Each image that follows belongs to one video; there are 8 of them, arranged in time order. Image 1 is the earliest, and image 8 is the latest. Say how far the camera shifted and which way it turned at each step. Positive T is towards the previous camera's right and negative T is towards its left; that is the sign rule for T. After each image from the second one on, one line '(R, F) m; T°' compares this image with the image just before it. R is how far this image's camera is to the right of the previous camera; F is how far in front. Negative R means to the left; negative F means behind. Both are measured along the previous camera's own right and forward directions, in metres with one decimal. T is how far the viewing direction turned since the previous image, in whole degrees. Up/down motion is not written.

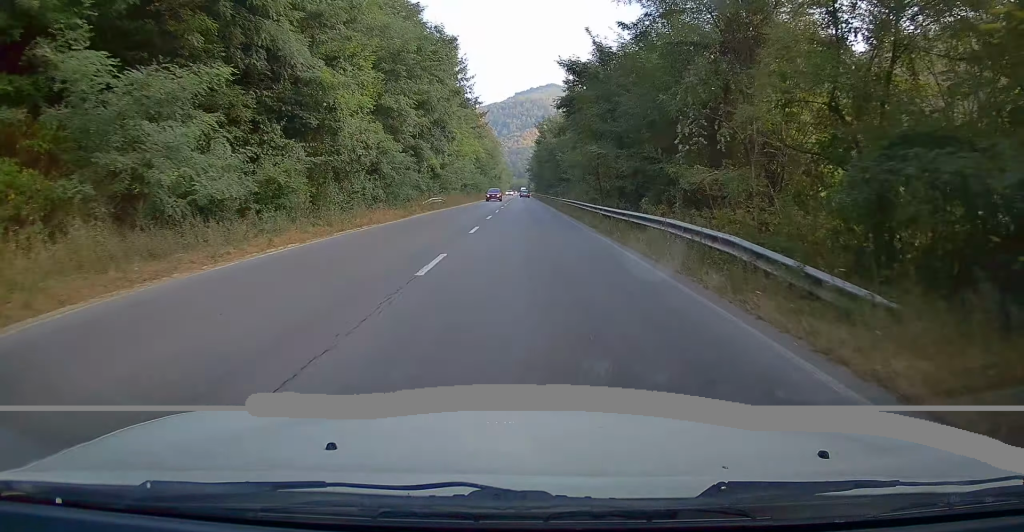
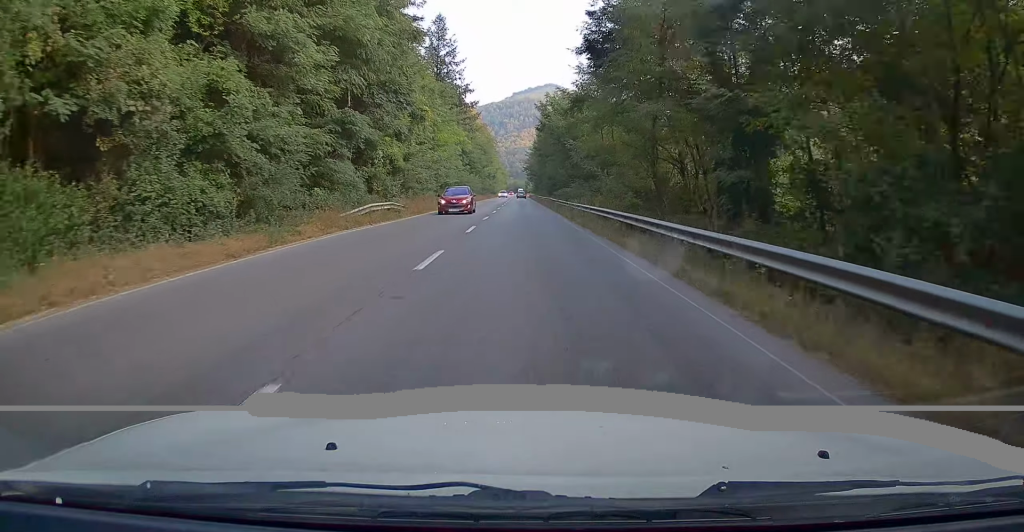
(0.0, +16.9) m; 0°
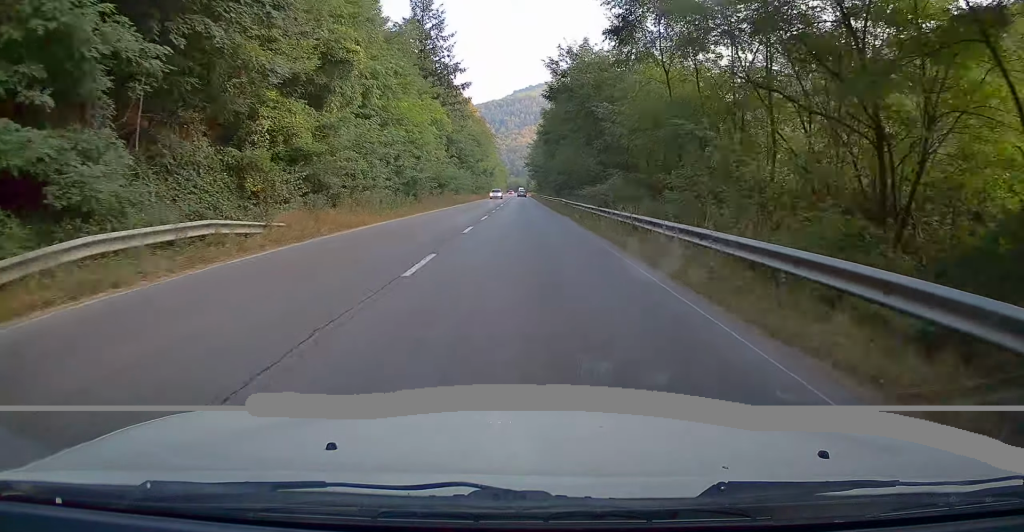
(0.0, +18.4) m; 0°
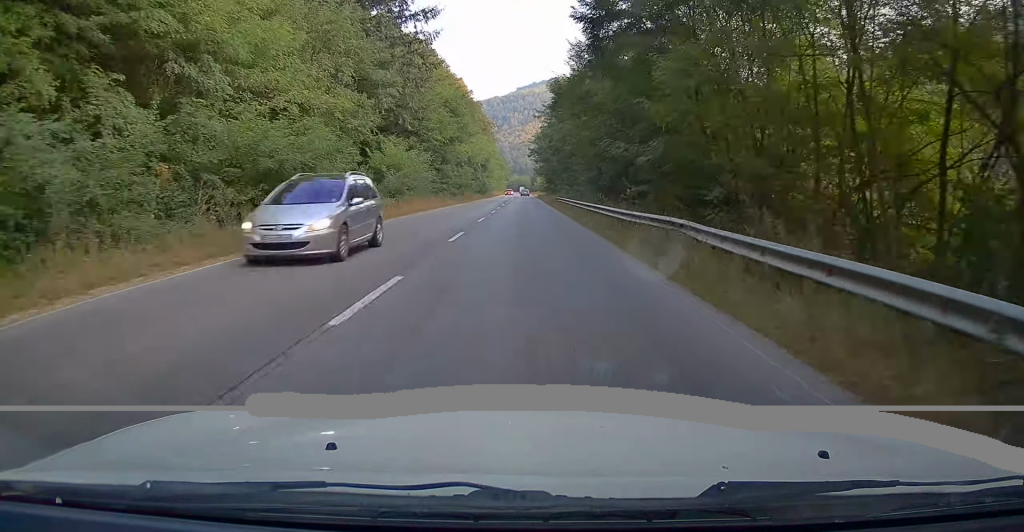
(+0.2, +39.3) m; 0°
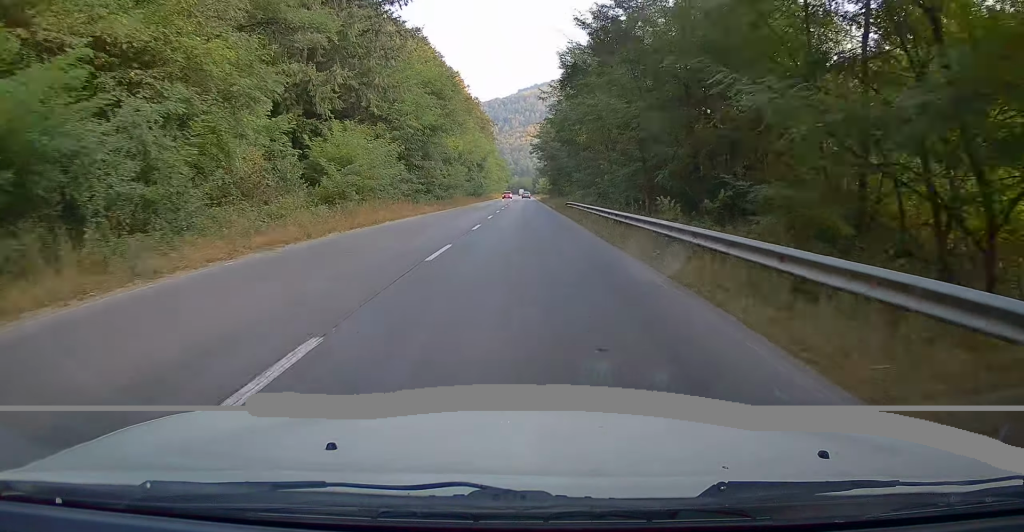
(-0.1, +12.8) m; 0°
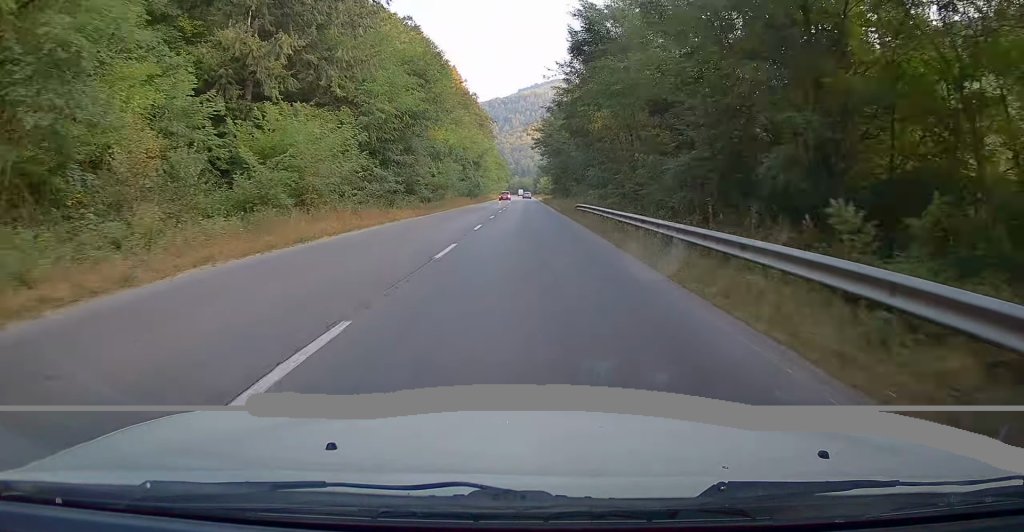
(0.0, +8.5) m; 0°
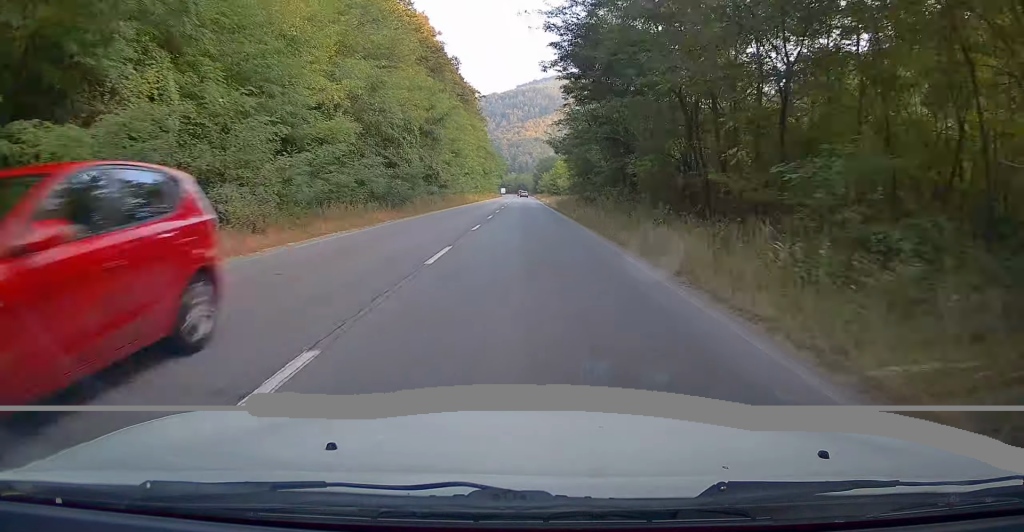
(+0.2, +45.4) m; 0°
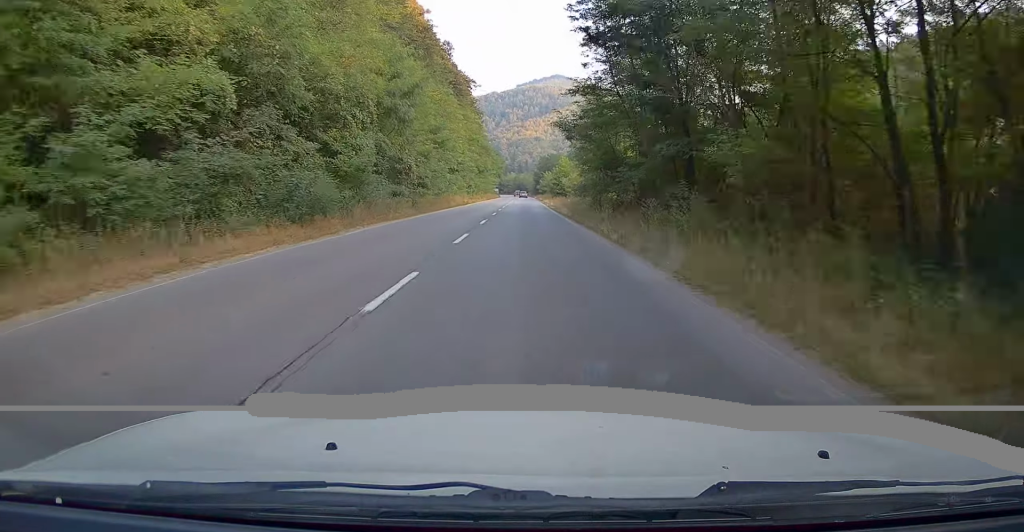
(0.0, +13.6) m; -1°
